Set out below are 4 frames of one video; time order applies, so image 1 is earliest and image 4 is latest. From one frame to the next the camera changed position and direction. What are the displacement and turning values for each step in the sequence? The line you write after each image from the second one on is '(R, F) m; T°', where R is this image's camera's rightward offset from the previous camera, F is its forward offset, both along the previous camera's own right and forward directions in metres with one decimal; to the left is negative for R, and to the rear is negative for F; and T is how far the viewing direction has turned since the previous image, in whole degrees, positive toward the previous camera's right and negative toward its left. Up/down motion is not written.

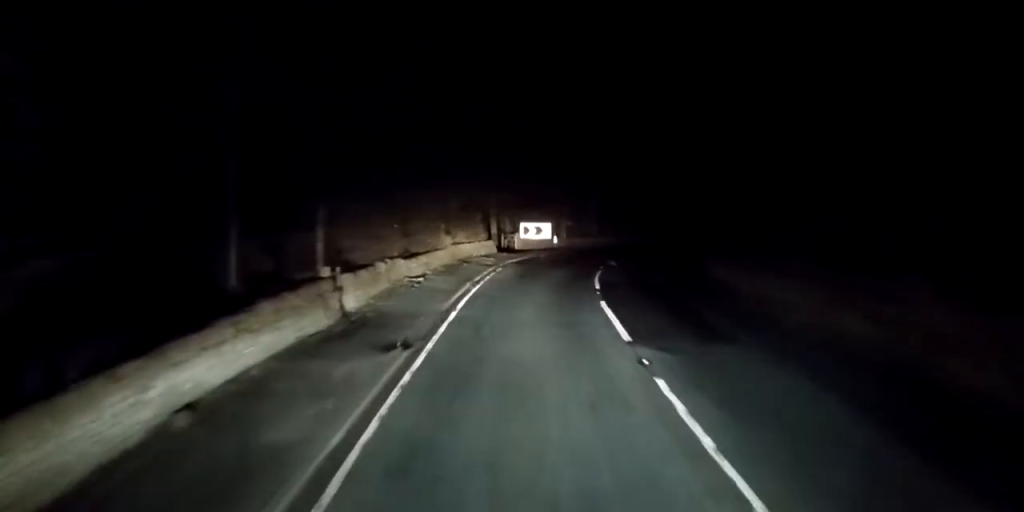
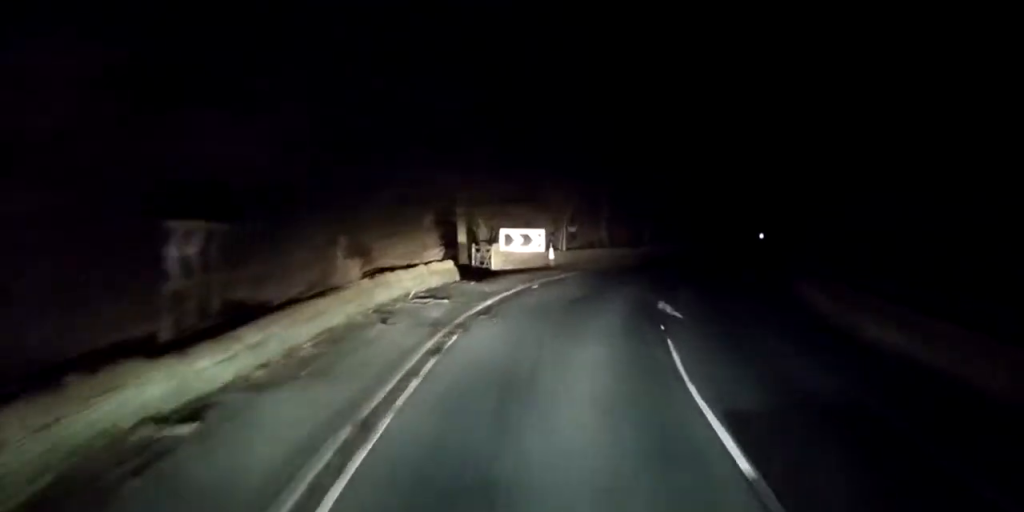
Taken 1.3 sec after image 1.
(0.0, +14.4) m; +1°
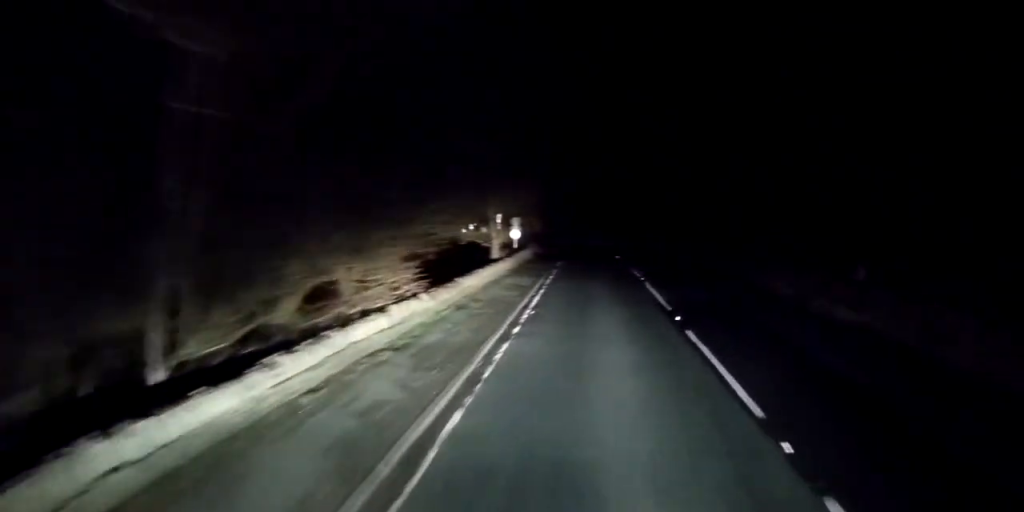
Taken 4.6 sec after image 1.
(+9.7, +33.4) m; +26°
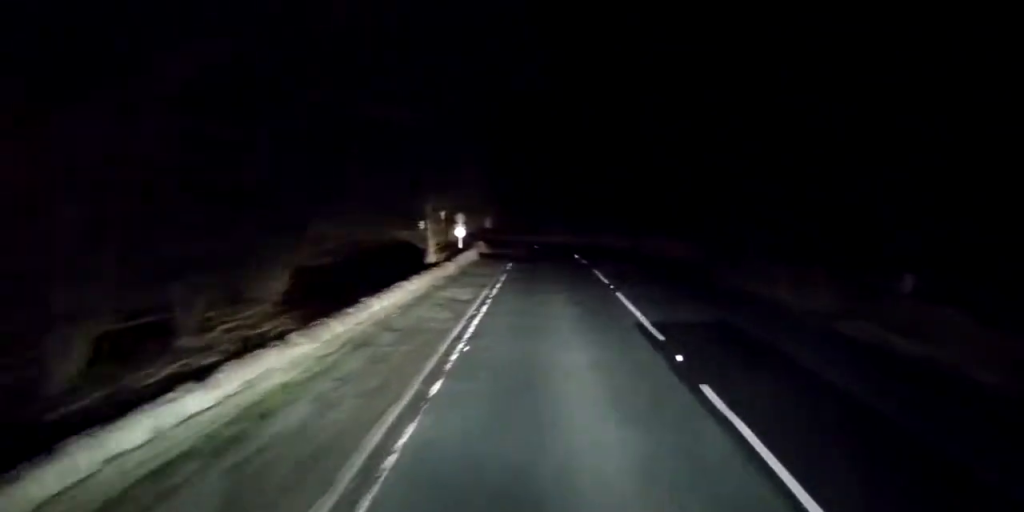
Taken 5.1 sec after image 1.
(-0.2, +5.0) m; +3°
